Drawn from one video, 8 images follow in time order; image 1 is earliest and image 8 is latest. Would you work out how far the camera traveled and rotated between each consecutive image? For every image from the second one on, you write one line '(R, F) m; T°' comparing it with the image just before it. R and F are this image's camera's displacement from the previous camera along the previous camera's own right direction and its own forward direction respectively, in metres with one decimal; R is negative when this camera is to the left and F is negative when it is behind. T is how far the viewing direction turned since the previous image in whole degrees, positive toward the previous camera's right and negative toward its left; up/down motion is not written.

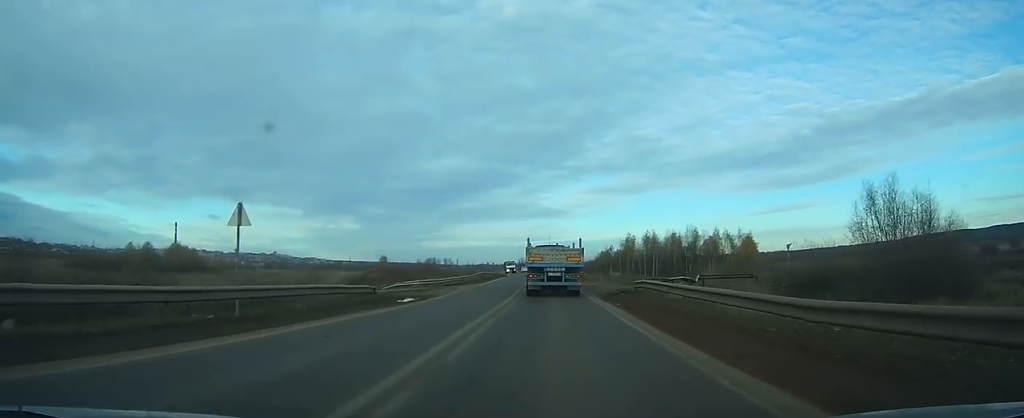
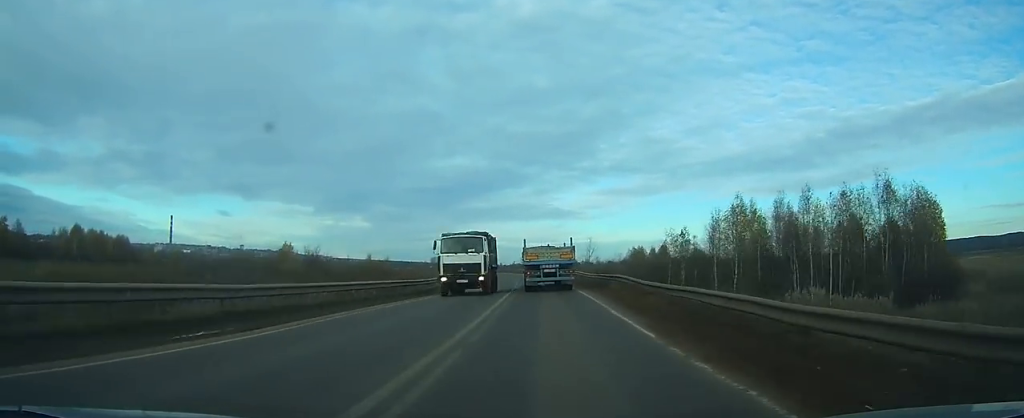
(+0.1, +62.5) m; -1°
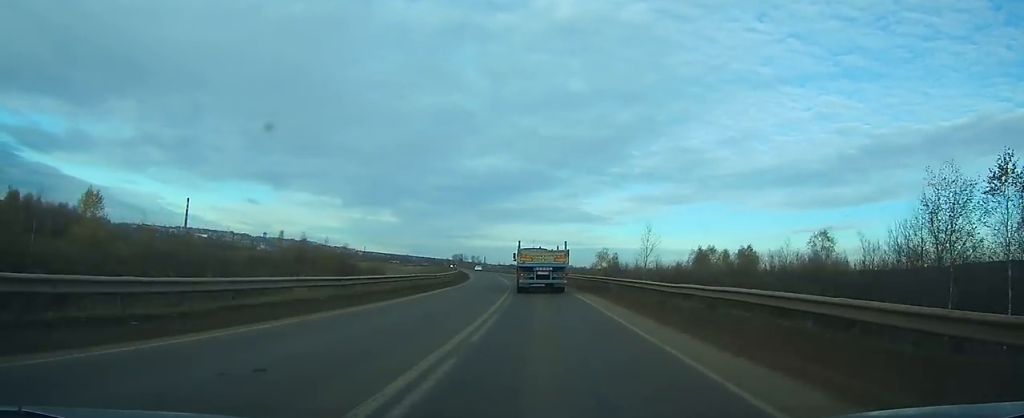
(-0.5, +47.3) m; -2°
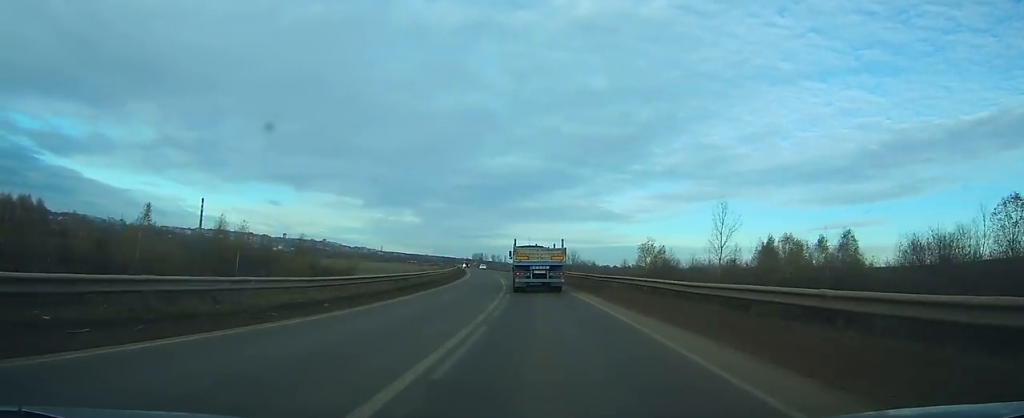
(-0.4, +27.1) m; -2°
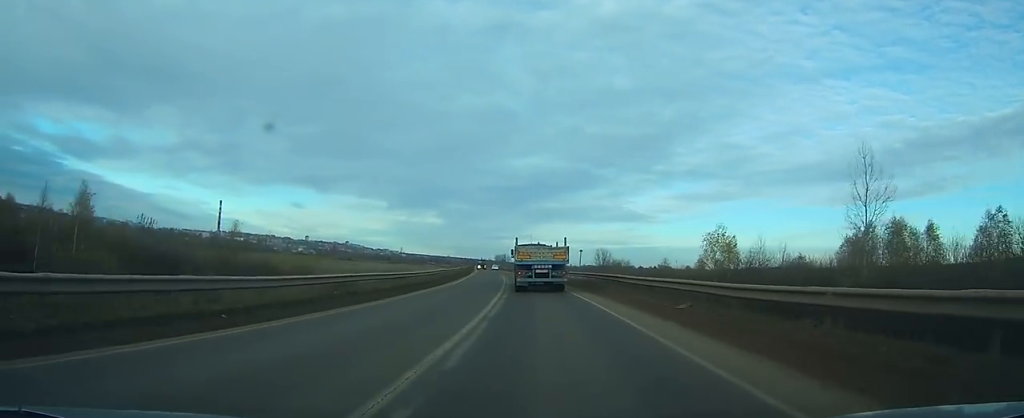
(0.0, +23.0) m; -2°
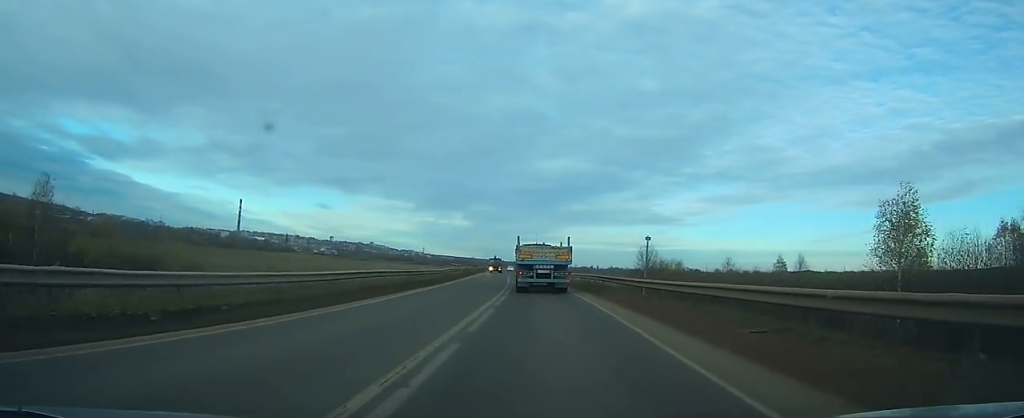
(-0.8, +27.8) m; -2°
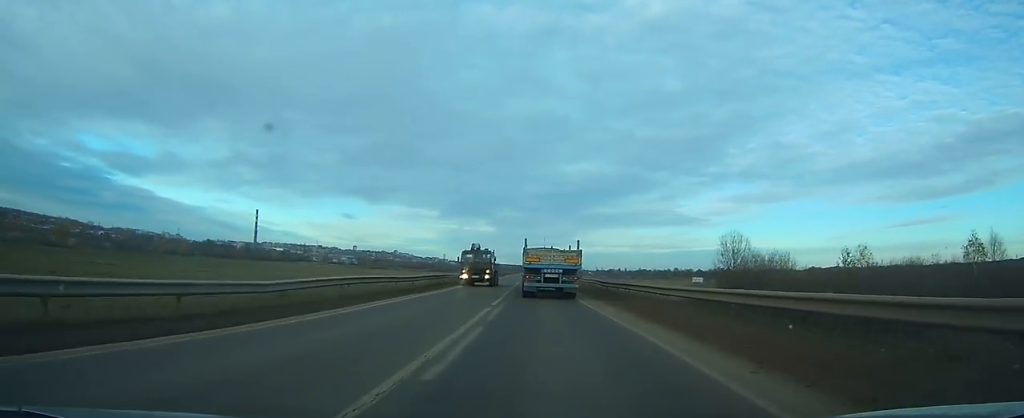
(-0.9, +36.8) m; -3°
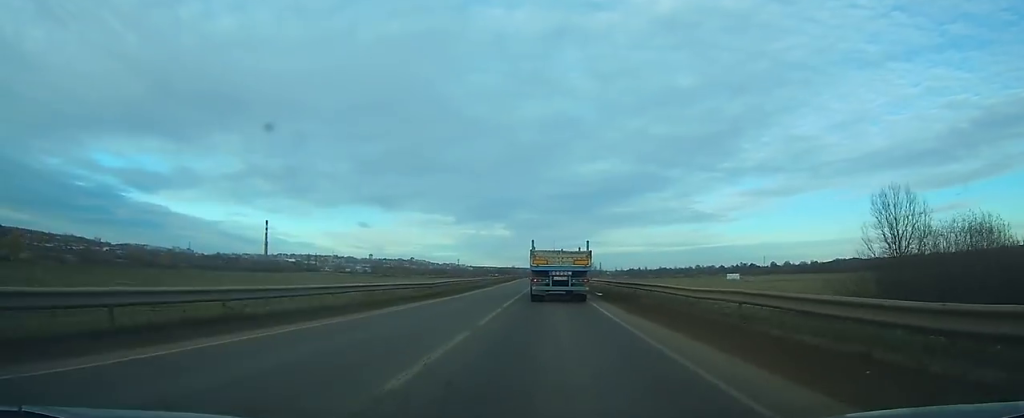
(-0.5, +31.0) m; -2°
